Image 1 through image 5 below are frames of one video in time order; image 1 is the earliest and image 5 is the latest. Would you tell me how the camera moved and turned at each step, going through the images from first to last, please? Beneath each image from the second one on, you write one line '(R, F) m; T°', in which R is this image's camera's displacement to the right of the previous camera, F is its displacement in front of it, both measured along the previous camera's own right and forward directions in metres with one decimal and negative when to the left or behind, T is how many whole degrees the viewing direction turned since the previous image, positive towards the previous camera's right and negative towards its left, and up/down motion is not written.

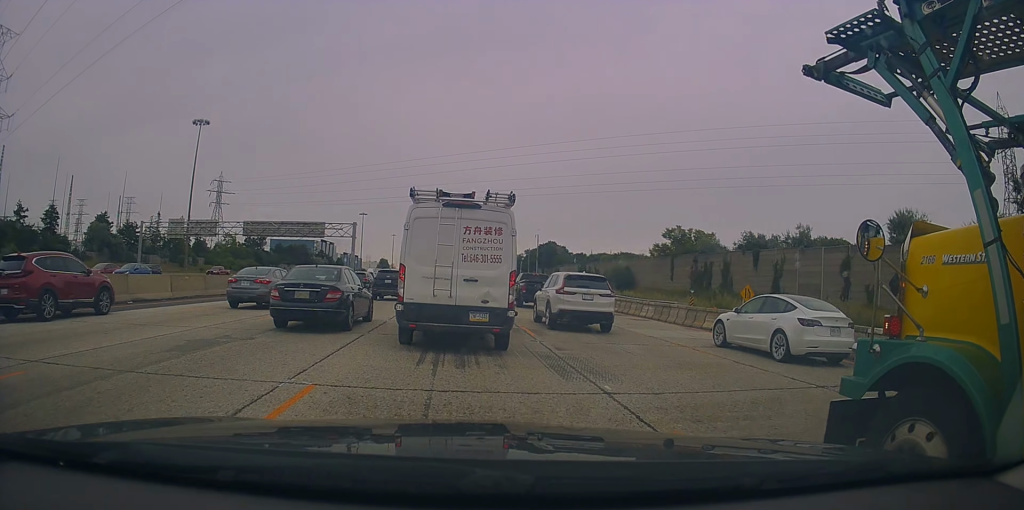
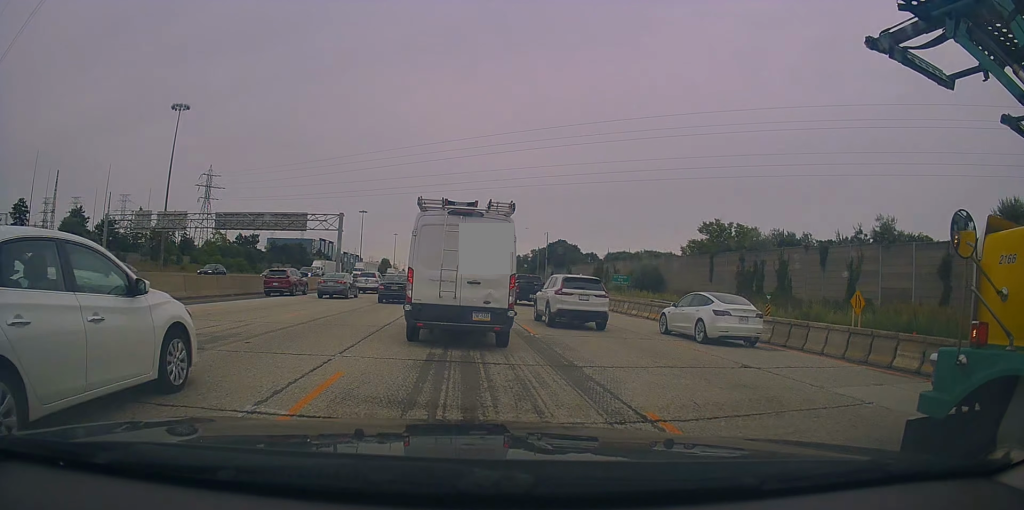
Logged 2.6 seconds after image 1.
(-0.2, +11.0) m; +1°
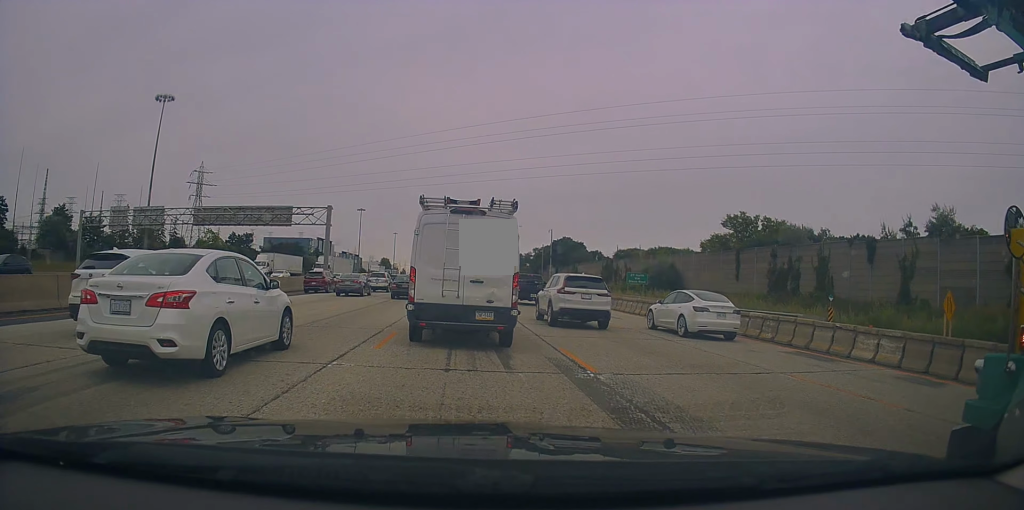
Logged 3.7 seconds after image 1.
(+0.1, +6.2) m; +2°
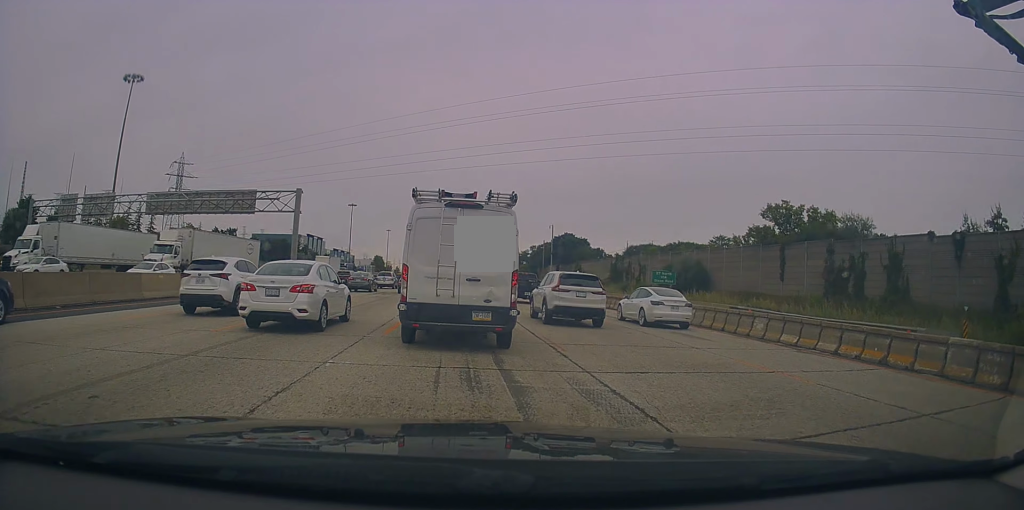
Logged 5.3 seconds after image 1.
(-0.3, +9.7) m; -4°
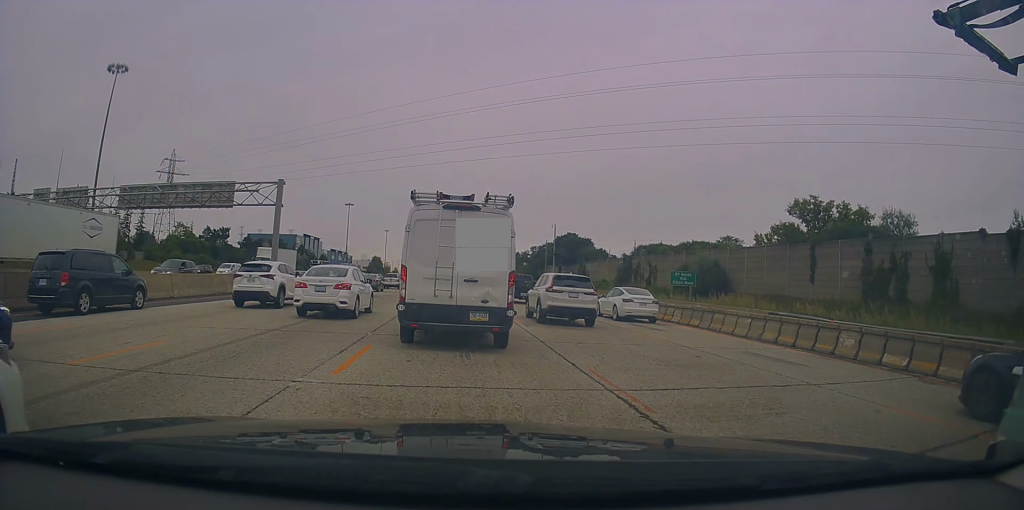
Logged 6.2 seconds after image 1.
(0.0, +5.1) m; +1°
